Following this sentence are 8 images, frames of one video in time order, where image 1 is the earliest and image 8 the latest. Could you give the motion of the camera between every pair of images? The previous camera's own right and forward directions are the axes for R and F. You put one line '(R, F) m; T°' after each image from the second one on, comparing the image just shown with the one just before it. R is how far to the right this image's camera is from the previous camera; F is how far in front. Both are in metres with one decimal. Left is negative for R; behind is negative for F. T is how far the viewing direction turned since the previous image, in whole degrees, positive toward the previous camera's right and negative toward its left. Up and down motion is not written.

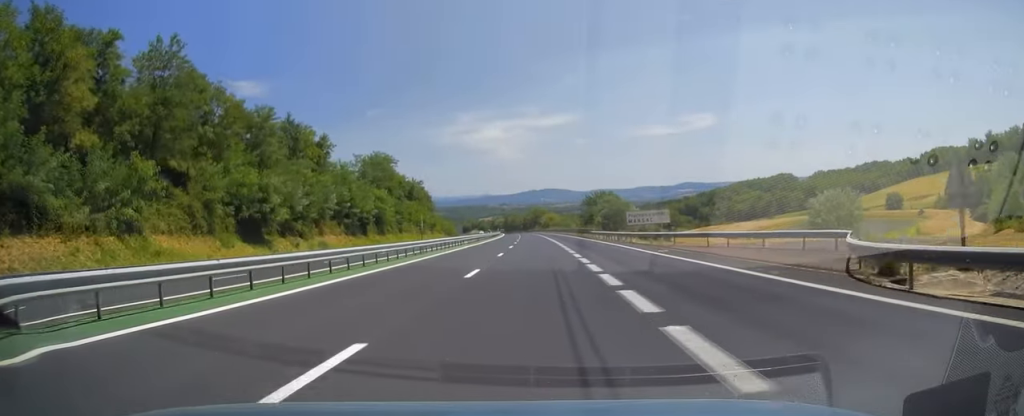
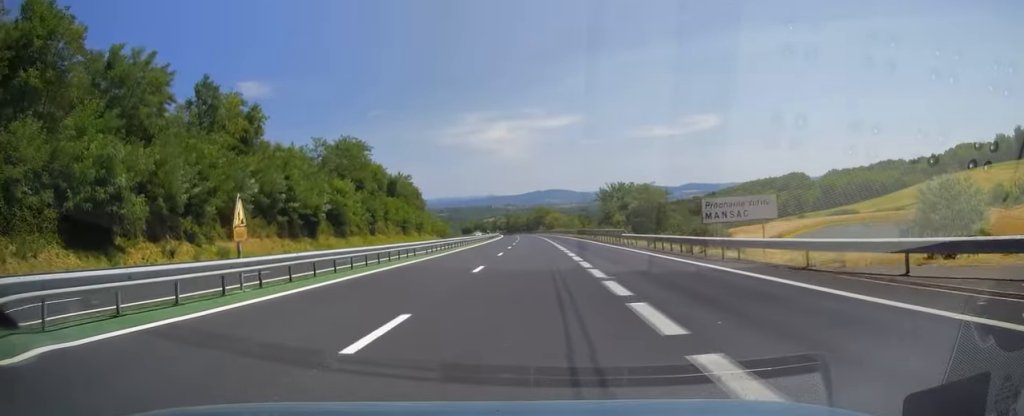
(-0.3, +23.4) m; 0°
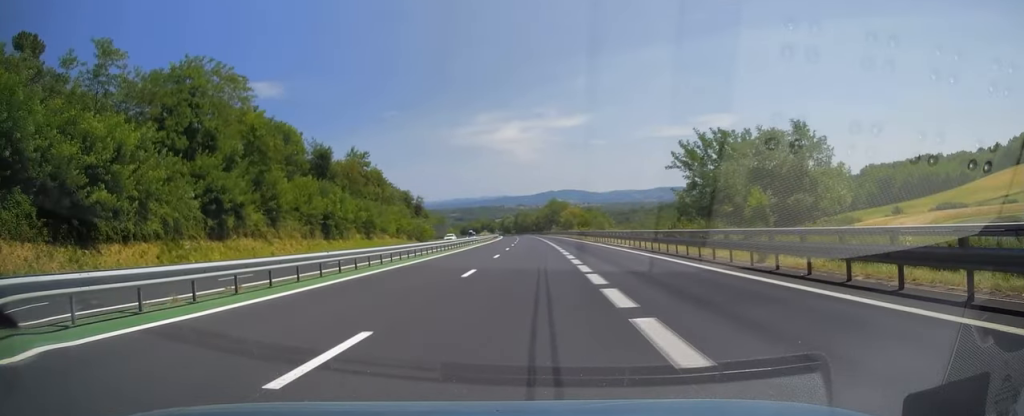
(-0.4, +53.3) m; -1°
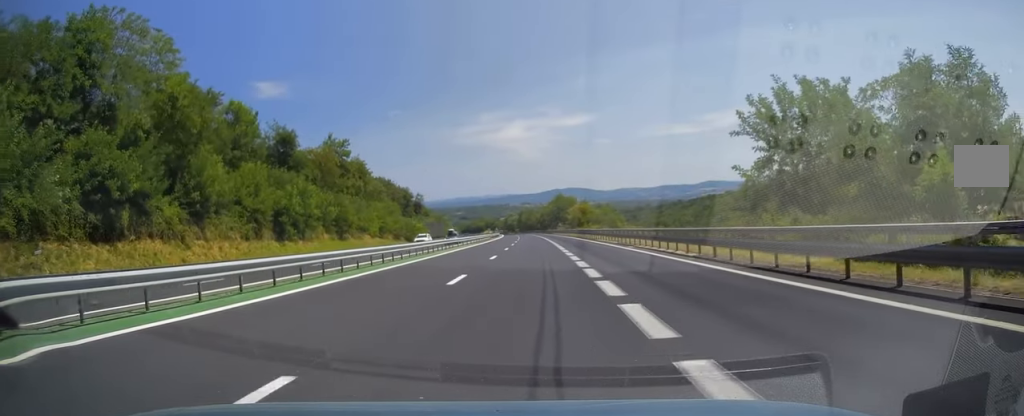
(-0.2, +15.8) m; 0°
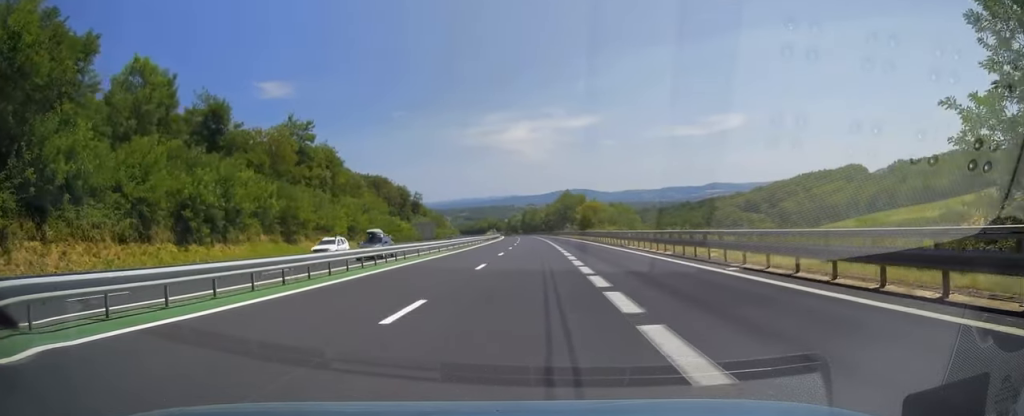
(-0.1, +19.3) m; 0°
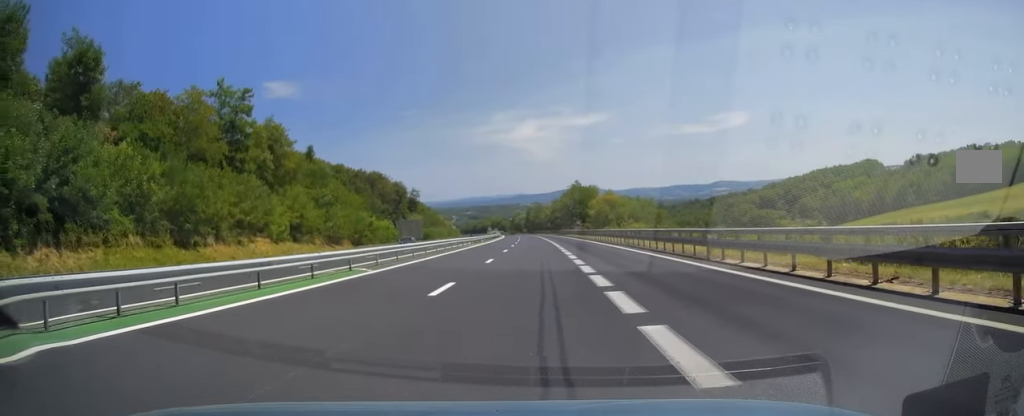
(+0.1, +21.7) m; 0°
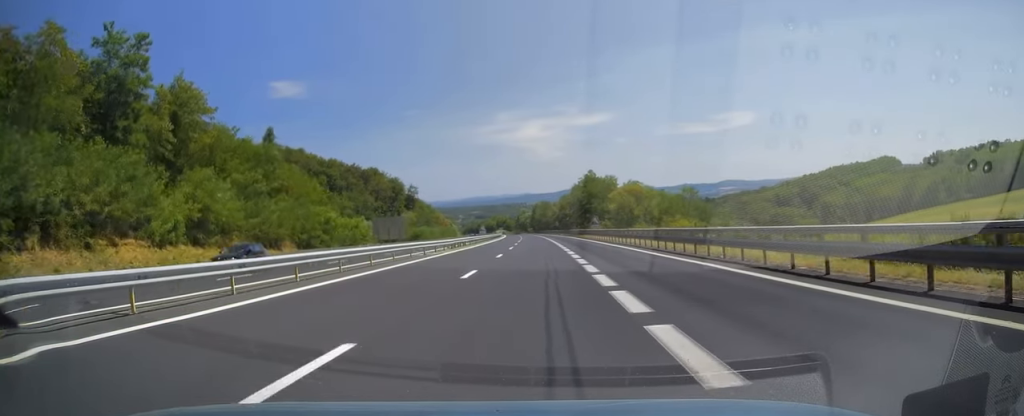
(-0.2, +21.6) m; -1°
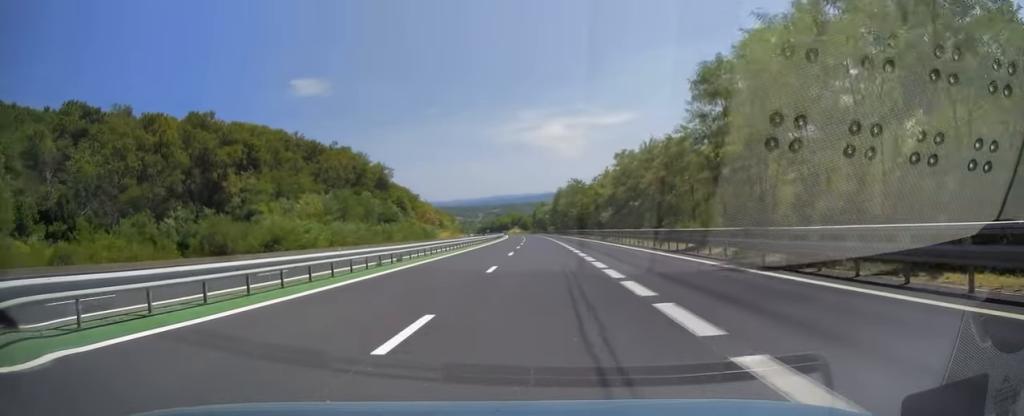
(-1.0, +88.3) m; -2°
